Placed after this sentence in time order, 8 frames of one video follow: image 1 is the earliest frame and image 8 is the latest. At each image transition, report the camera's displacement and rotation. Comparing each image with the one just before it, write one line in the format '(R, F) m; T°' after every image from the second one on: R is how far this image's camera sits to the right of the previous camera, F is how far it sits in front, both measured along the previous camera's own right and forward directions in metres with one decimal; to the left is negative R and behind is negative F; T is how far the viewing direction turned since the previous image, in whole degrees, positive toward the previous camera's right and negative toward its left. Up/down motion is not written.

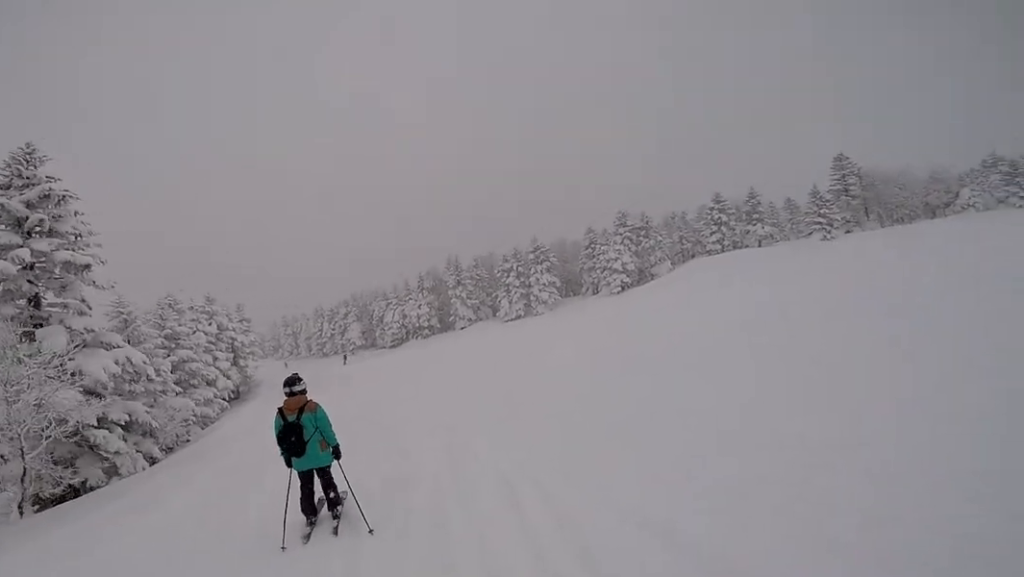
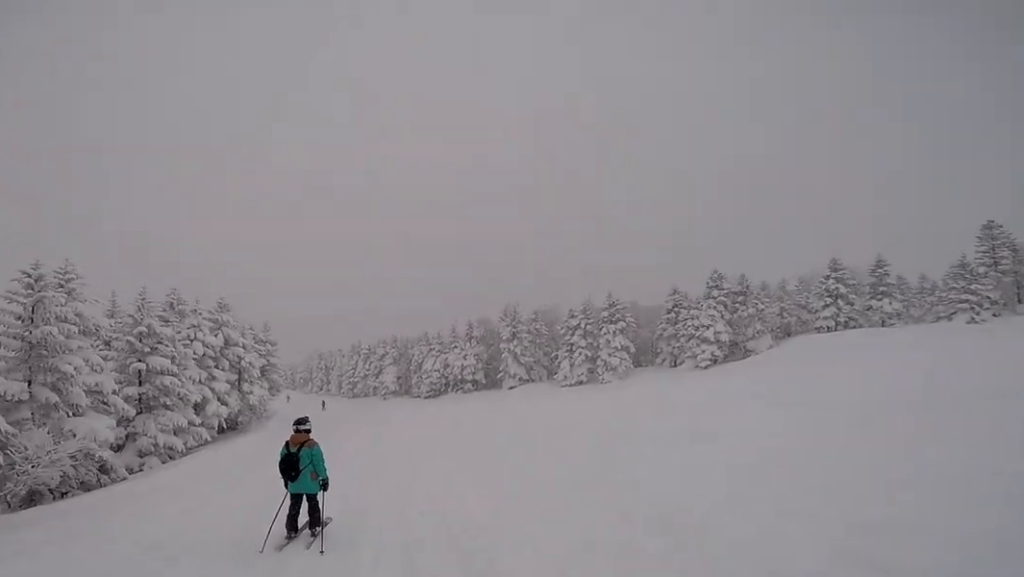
(-0.8, +7.2) m; -3°
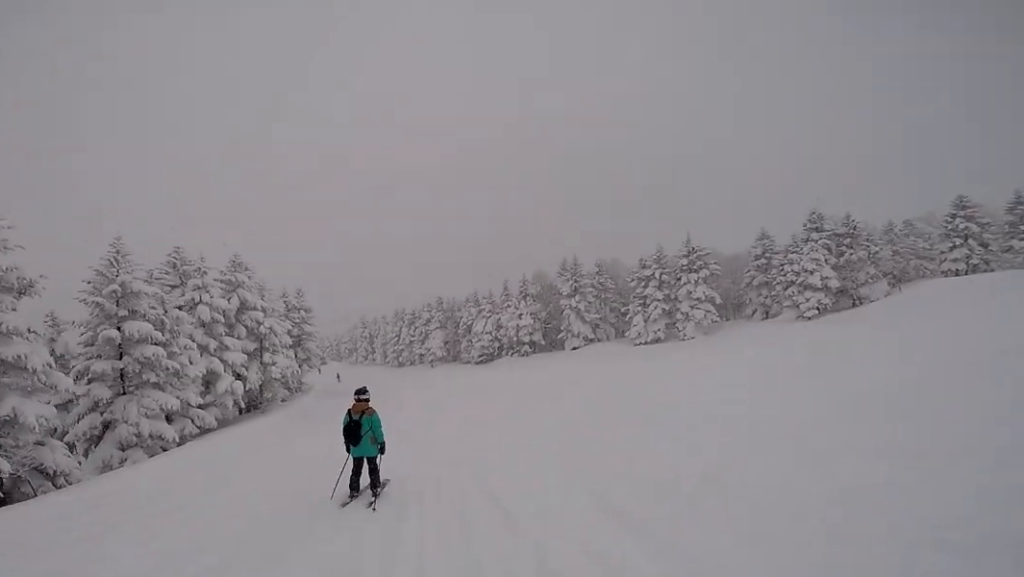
(+0.1, +5.2) m; +1°
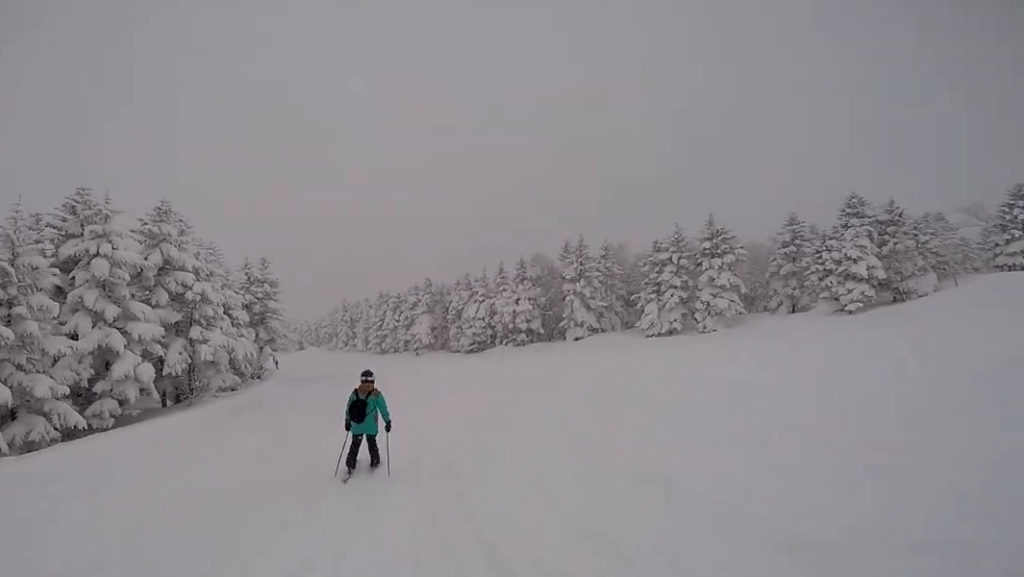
(0.0, +5.8) m; -1°
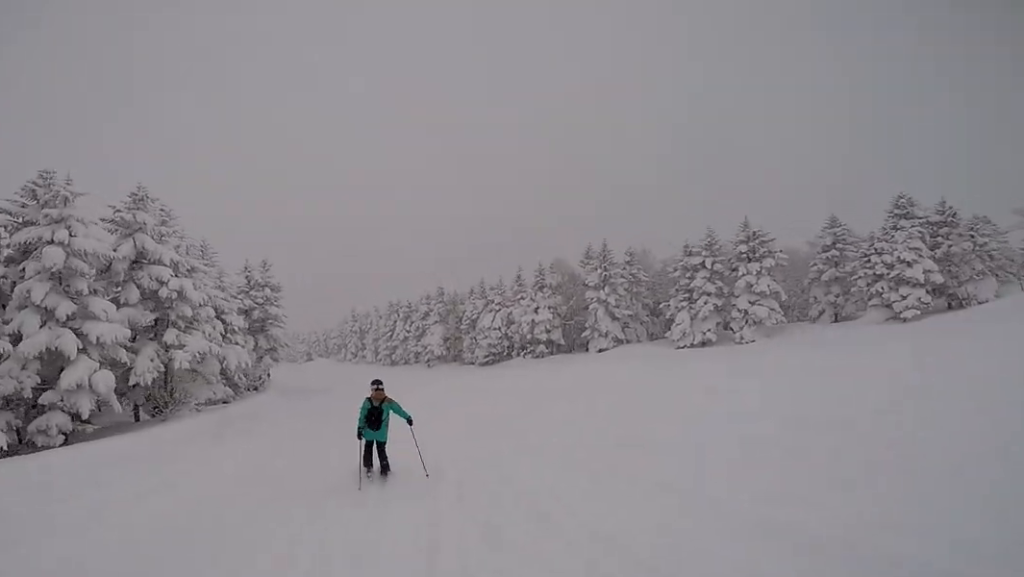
(0.0, +2.8) m; -3°
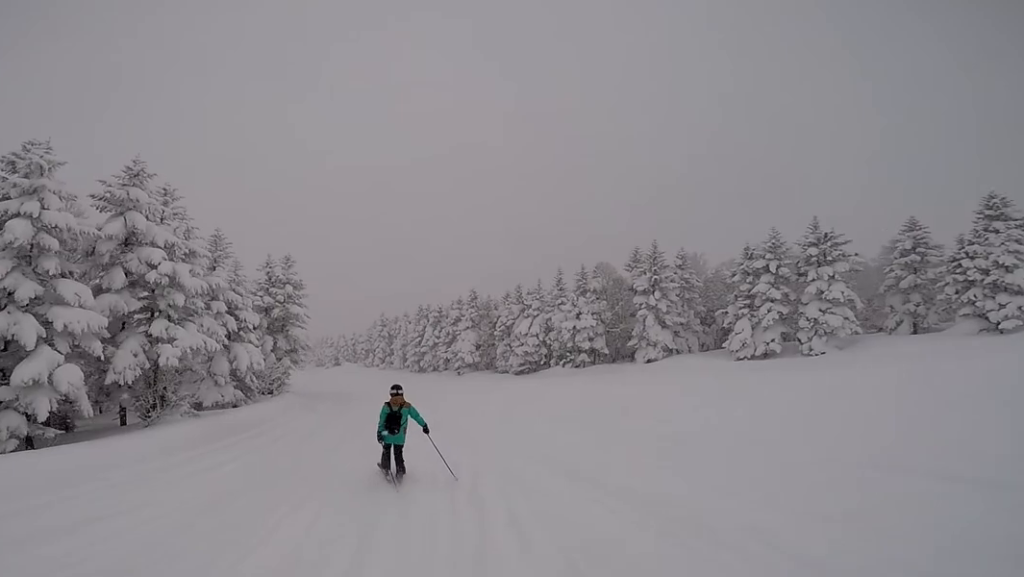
(+0.1, +2.6) m; -4°
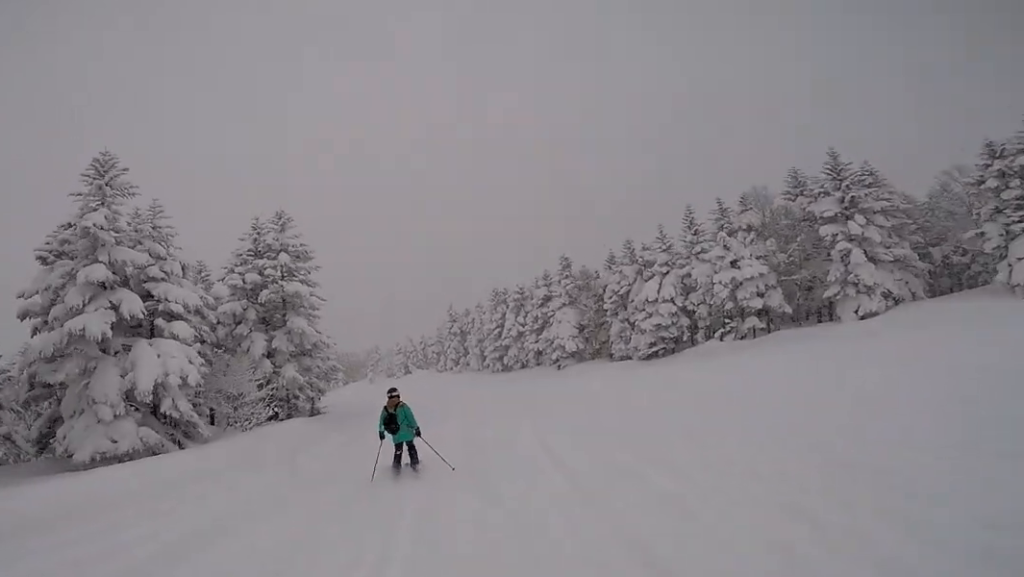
(-1.7, +11.2) m; -12°
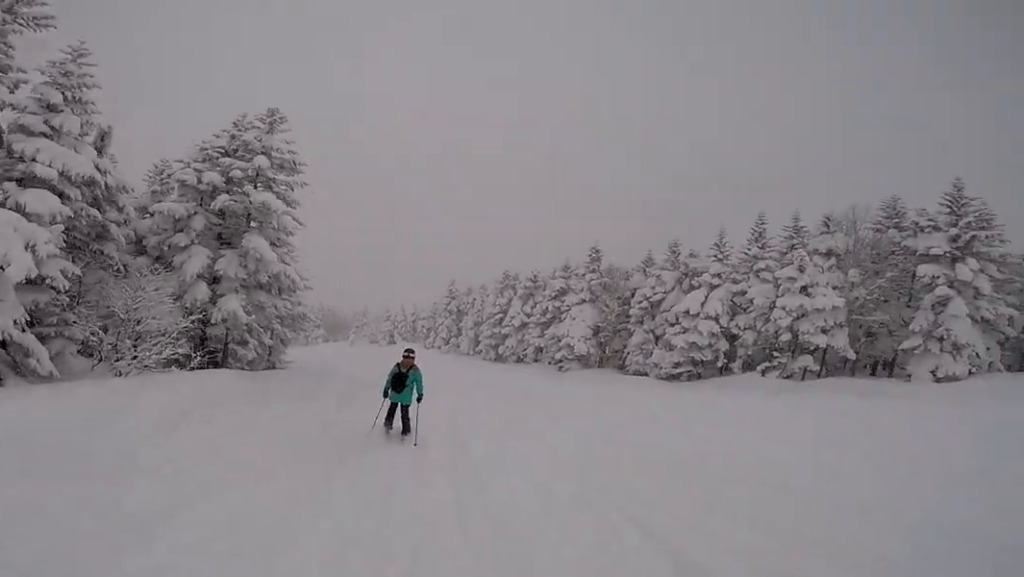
(0.0, +4.7) m; 0°
